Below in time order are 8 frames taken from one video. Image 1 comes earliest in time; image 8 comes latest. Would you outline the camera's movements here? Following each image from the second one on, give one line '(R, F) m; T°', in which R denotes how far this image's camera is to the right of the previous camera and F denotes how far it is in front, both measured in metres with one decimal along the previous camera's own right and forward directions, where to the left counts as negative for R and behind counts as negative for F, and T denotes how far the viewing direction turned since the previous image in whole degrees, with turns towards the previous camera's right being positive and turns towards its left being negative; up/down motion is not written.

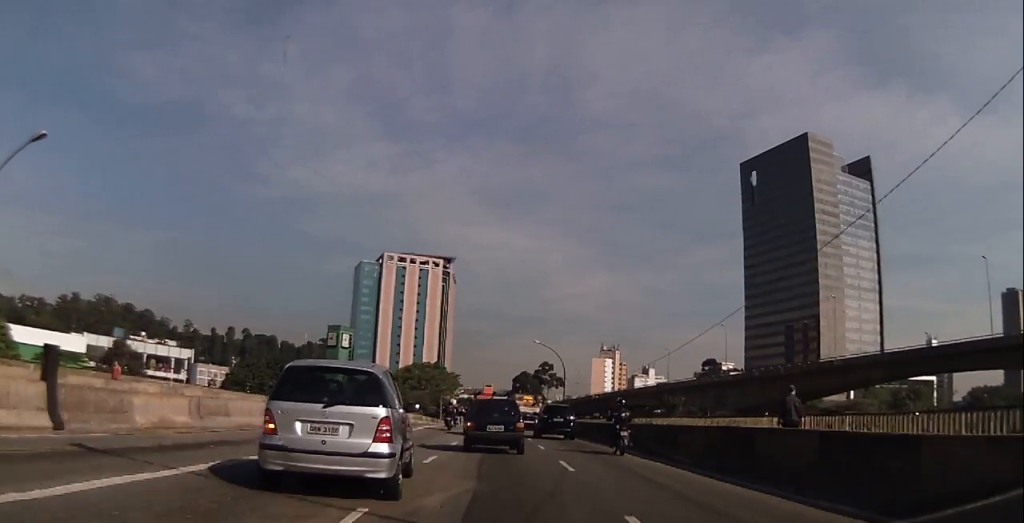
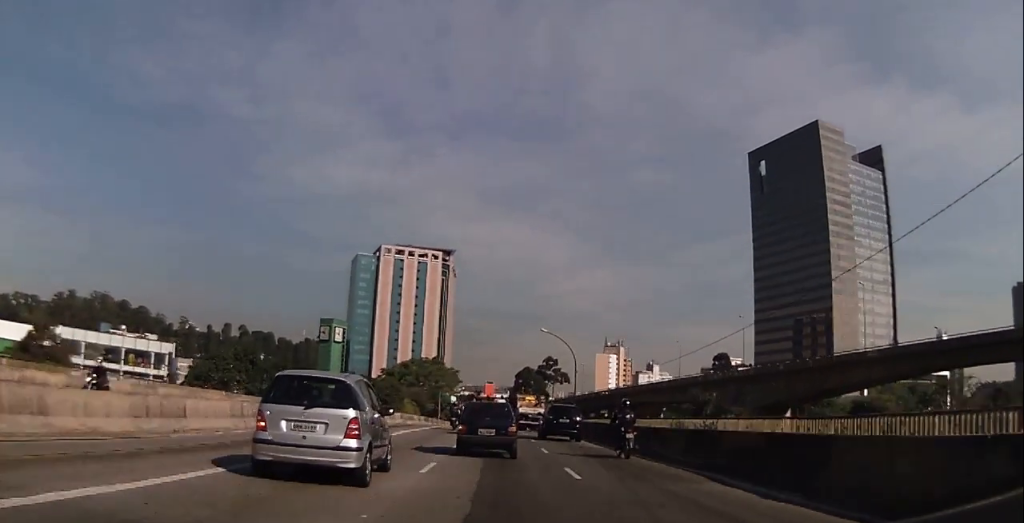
(-0.4, +9.9) m; 0°
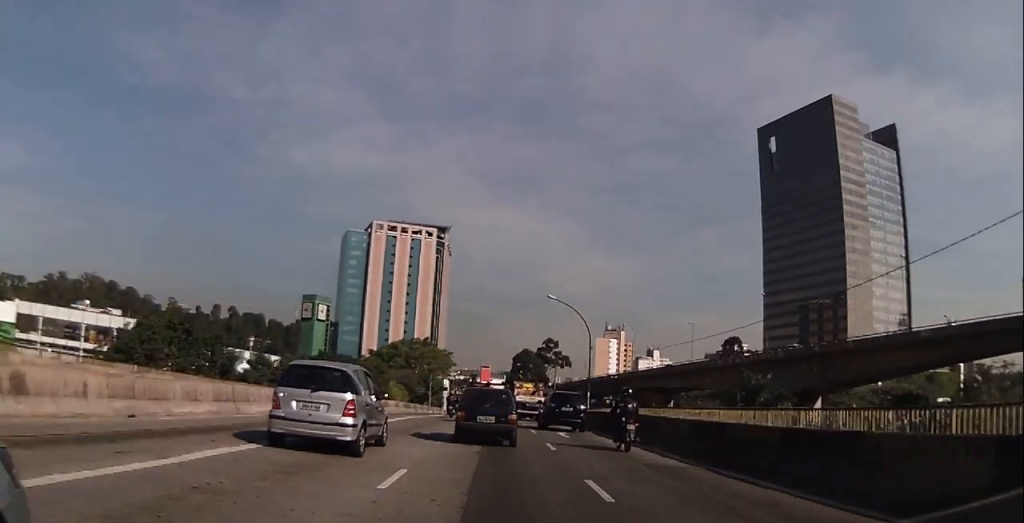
(+0.5, +12.8) m; +3°
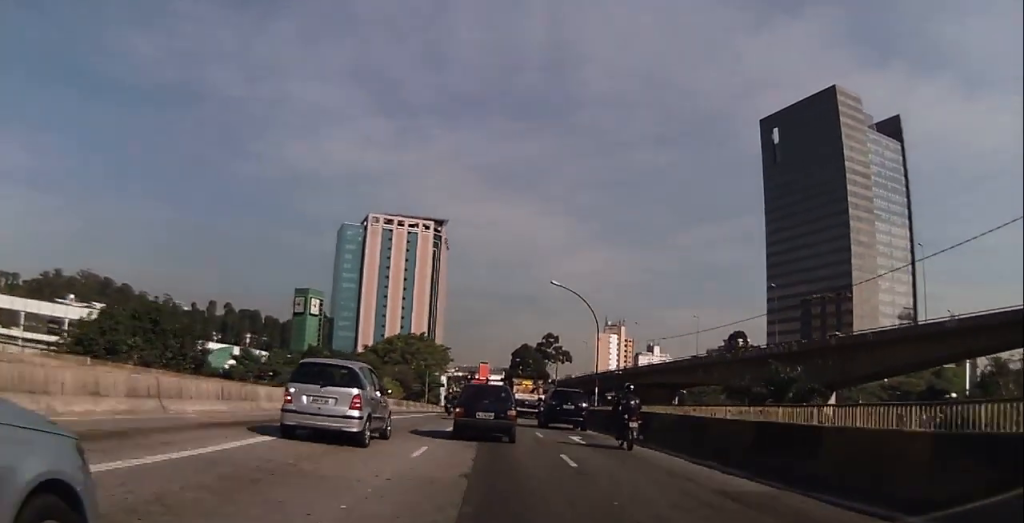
(0.0, +4.7) m; 0°
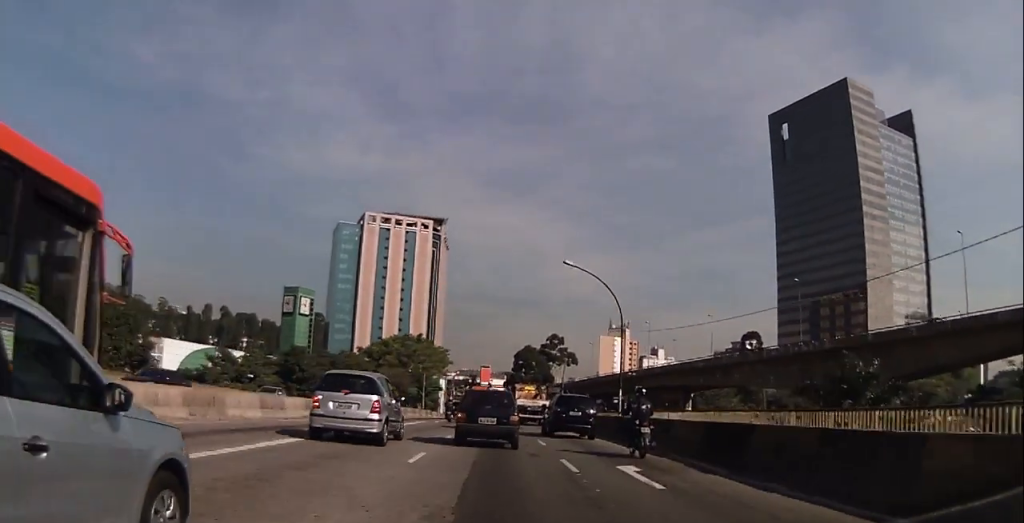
(0.0, +8.6) m; 0°
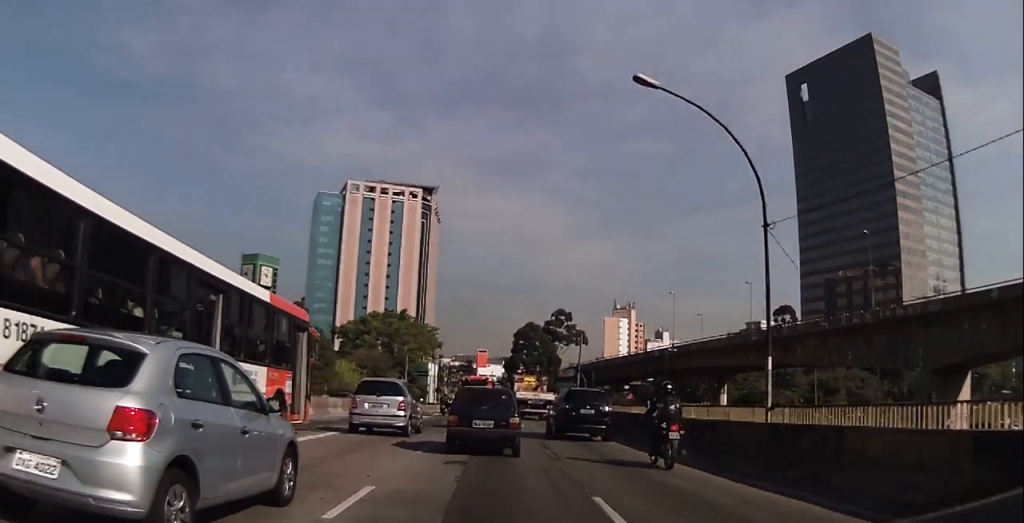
(-1.0, +21.3) m; -3°
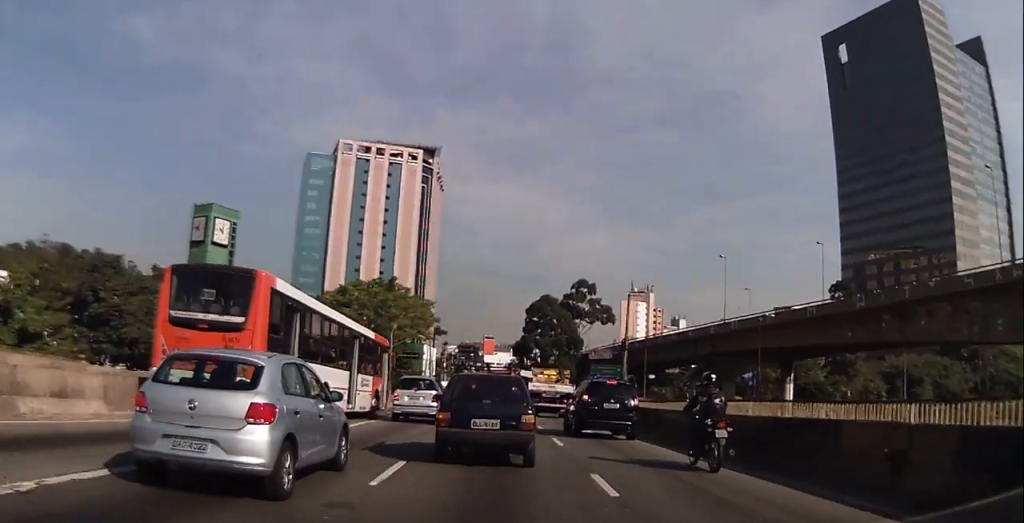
(+0.7, +21.2) m; +3°
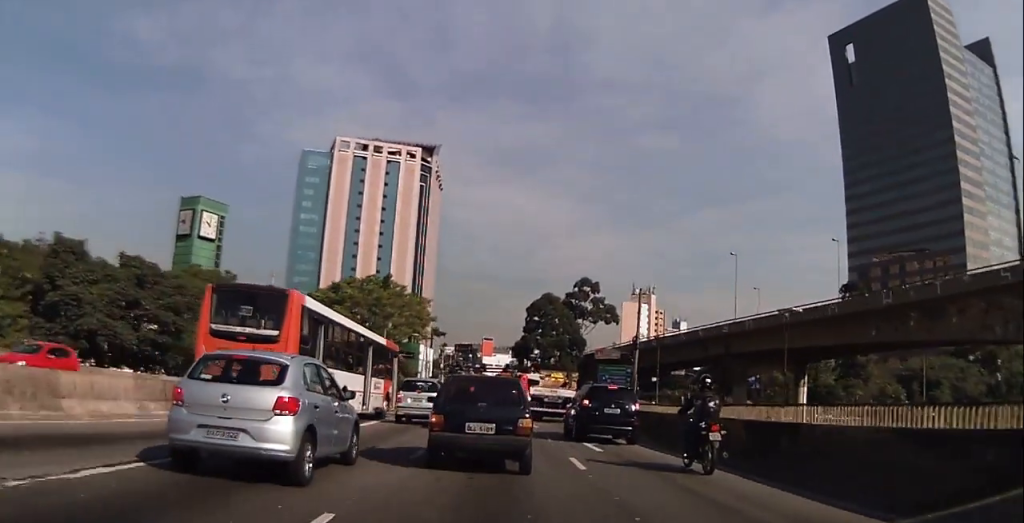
(-0.1, +4.1) m; +2°
